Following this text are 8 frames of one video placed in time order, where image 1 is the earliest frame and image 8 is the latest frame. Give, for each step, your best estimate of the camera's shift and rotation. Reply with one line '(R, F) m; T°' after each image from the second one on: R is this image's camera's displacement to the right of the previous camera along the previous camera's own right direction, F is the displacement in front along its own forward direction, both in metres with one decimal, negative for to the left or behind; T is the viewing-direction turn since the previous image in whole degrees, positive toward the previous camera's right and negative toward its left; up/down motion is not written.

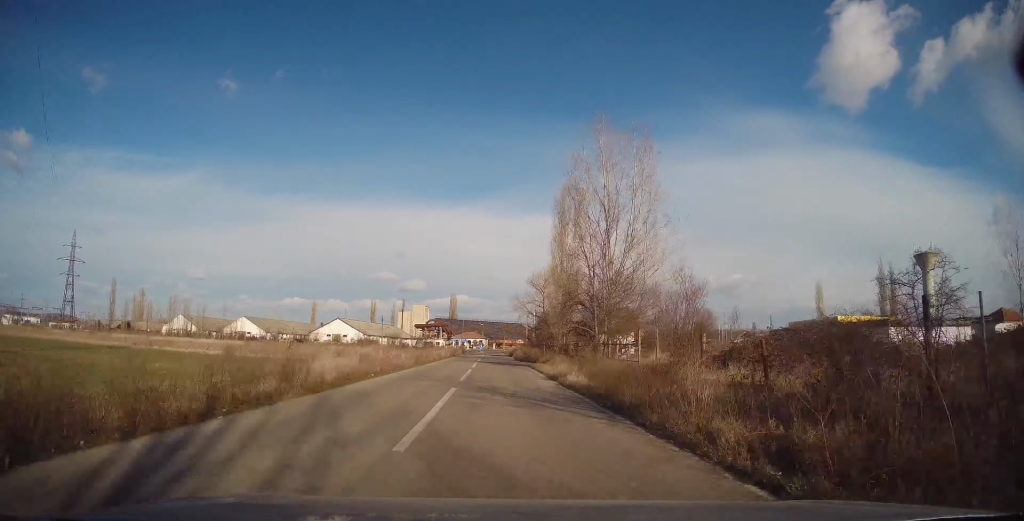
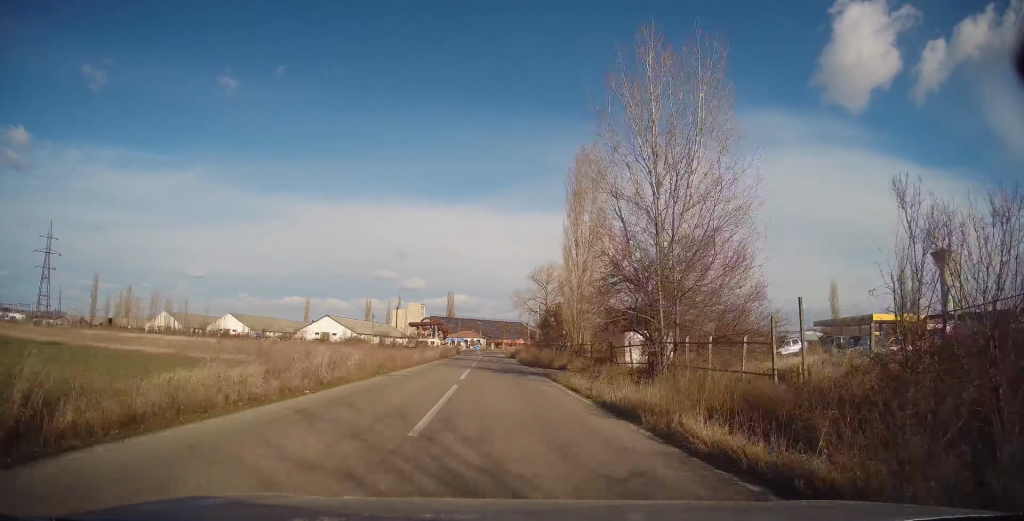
(-0.1, +11.4) m; 0°
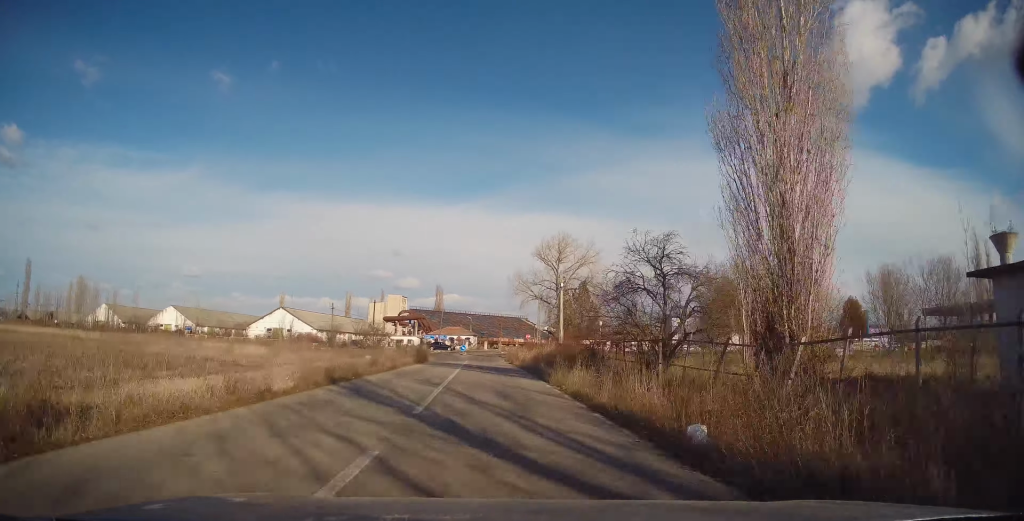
(+0.5, +34.7) m; +1°
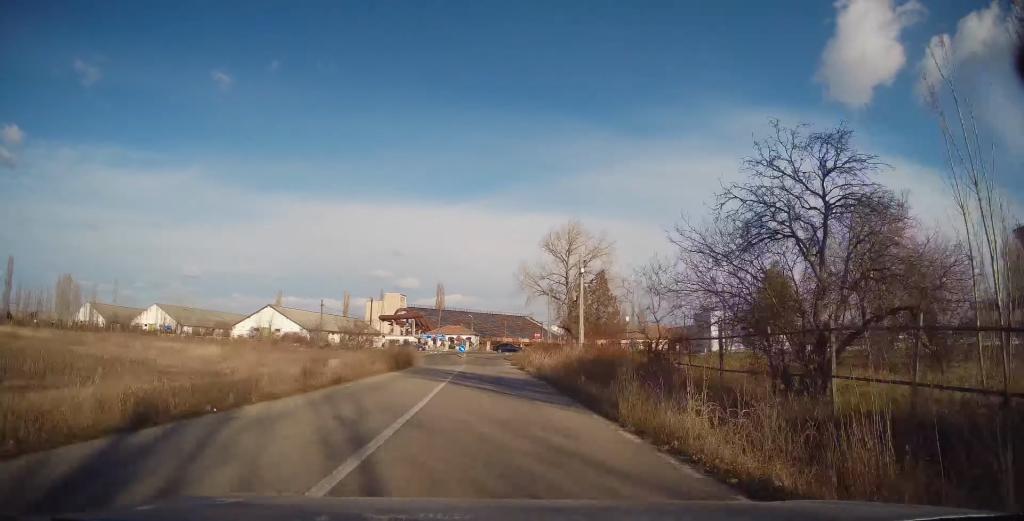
(+0.1, +9.5) m; -1°
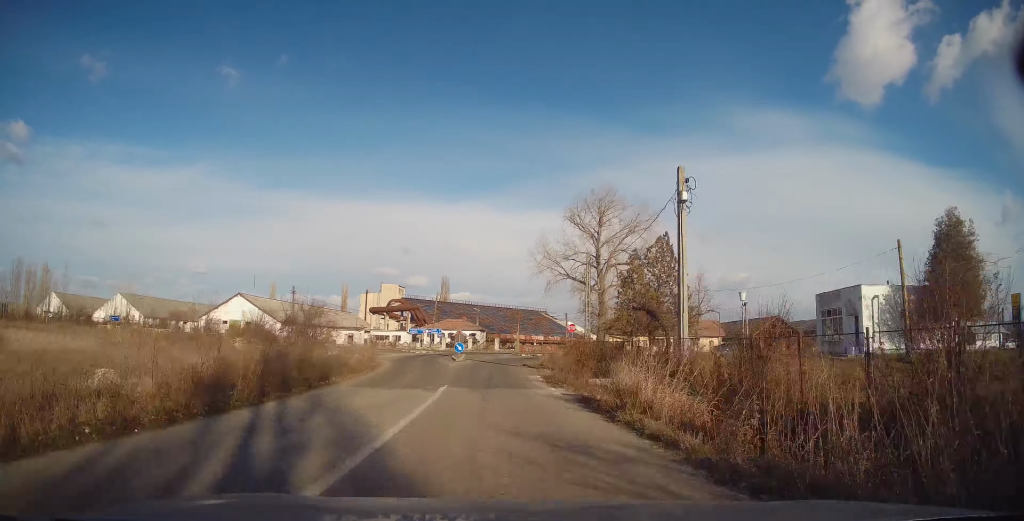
(-0.5, +20.0) m; -1°
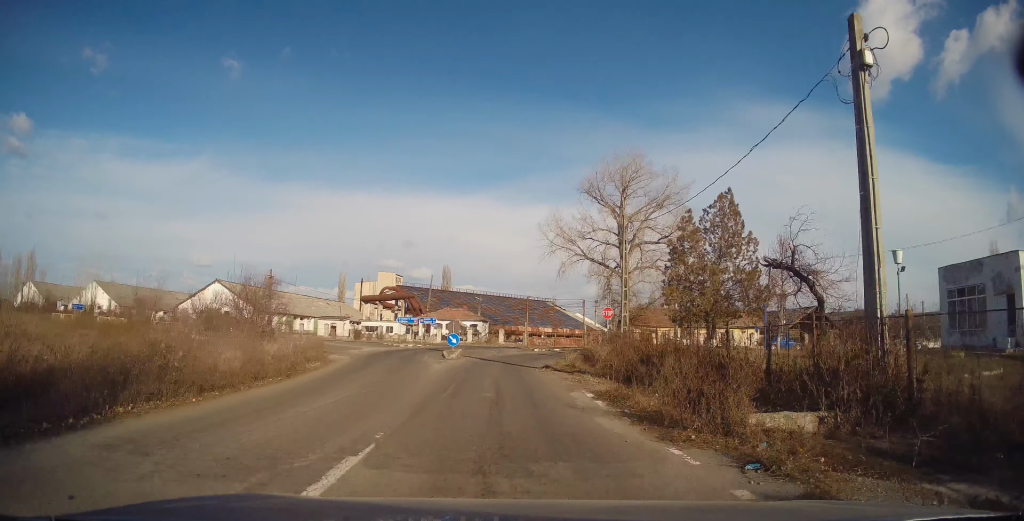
(+0.2, +11.2) m; +1°
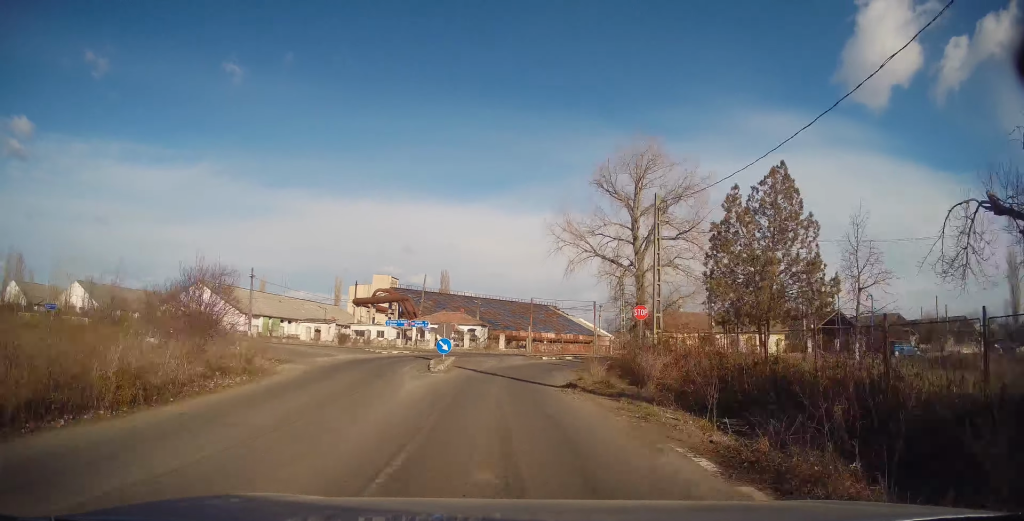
(0.0, +6.0) m; 0°
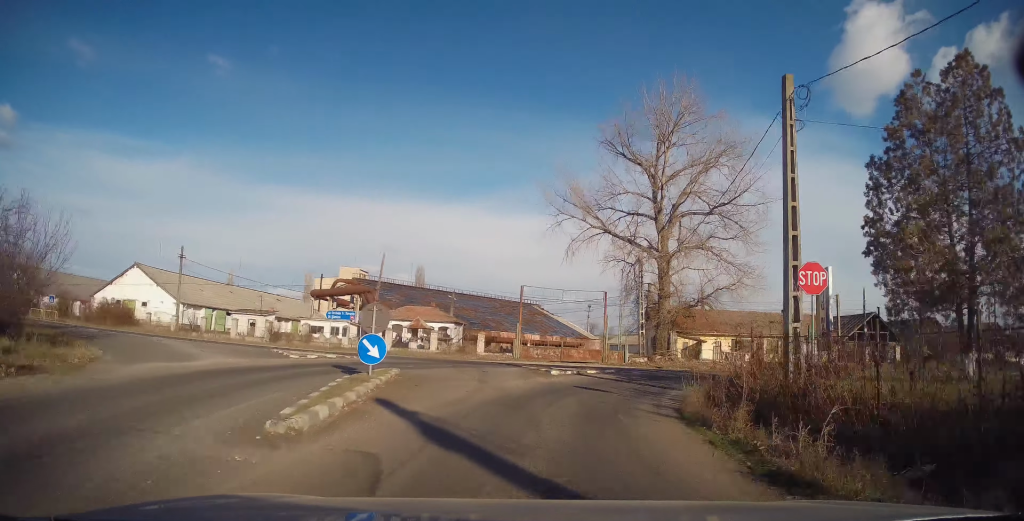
(+0.1, +13.2) m; +4°
